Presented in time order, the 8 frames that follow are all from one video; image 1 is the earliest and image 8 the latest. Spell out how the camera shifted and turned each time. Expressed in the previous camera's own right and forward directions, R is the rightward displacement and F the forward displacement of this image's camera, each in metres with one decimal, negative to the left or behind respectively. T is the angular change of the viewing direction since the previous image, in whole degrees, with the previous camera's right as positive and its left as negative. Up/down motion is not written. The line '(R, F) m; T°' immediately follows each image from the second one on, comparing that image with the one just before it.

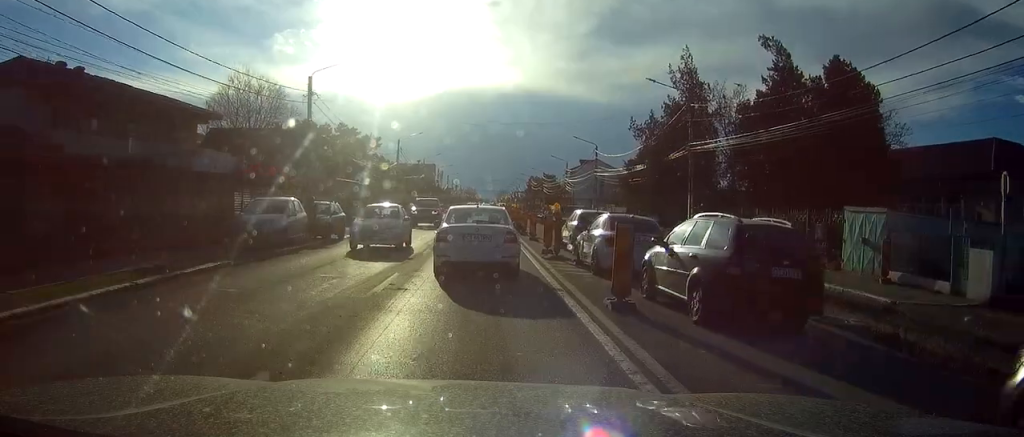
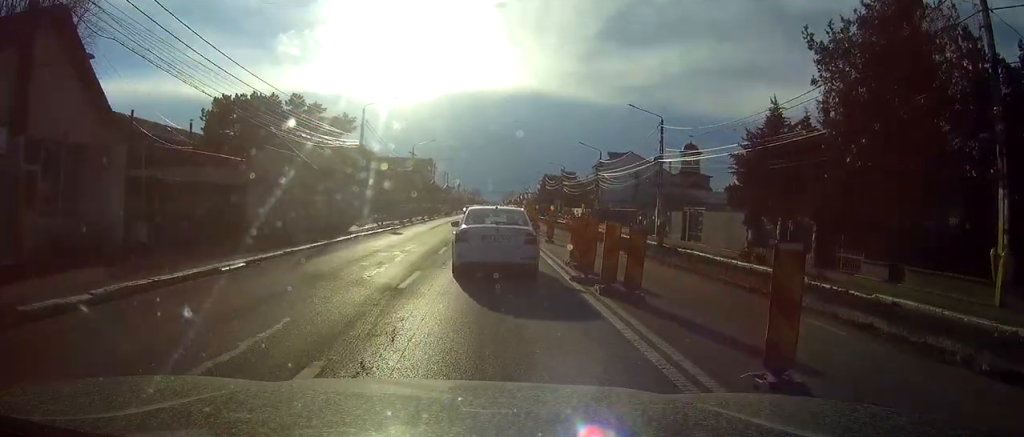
(+0.3, +26.1) m; 0°
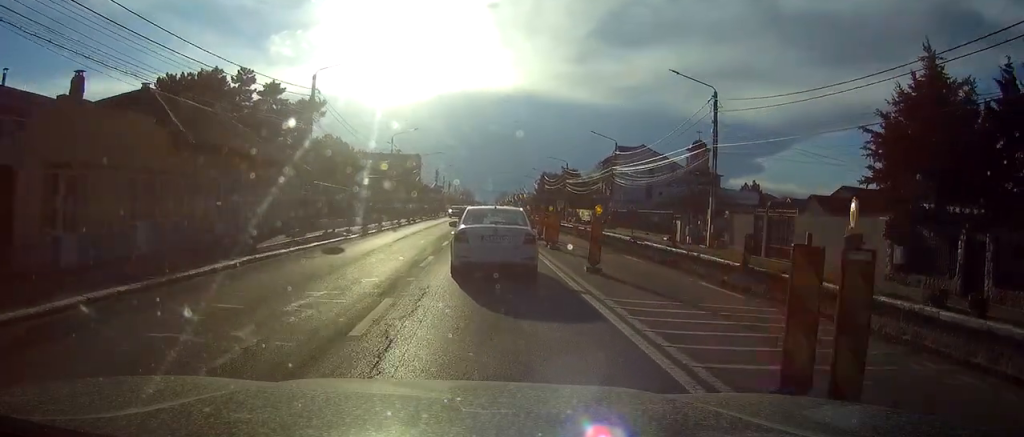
(-0.1, +13.4) m; 0°
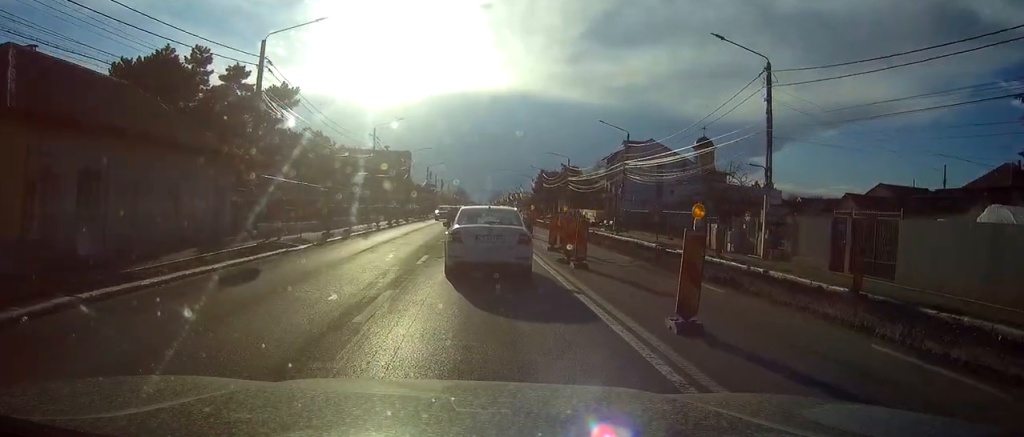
(0.0, +8.2) m; 0°
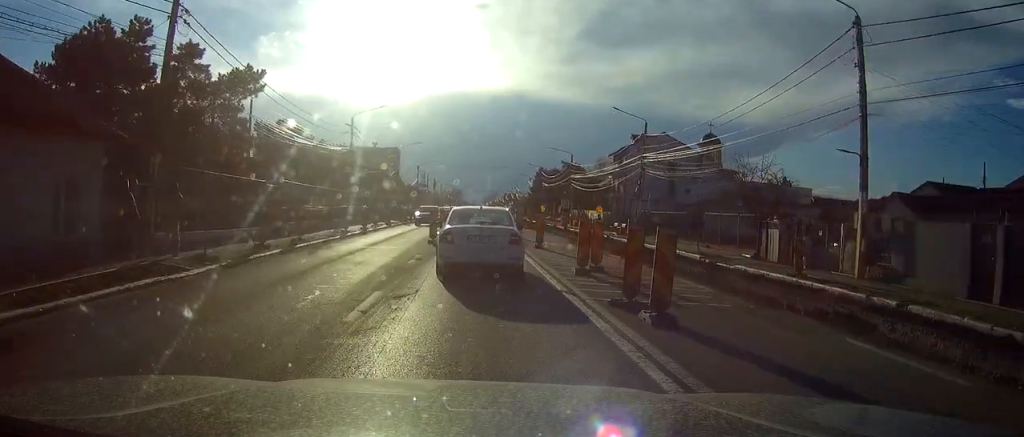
(+0.1, +8.6) m; +1°
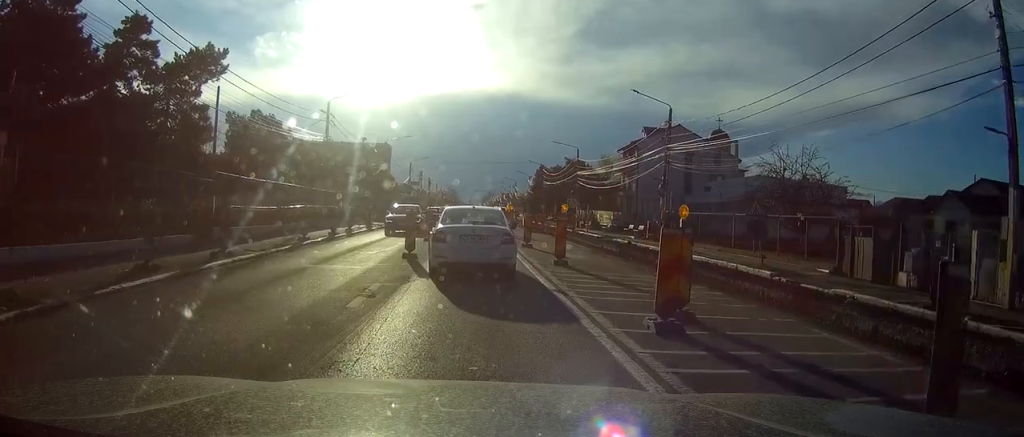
(0.0, +7.7) m; 0°
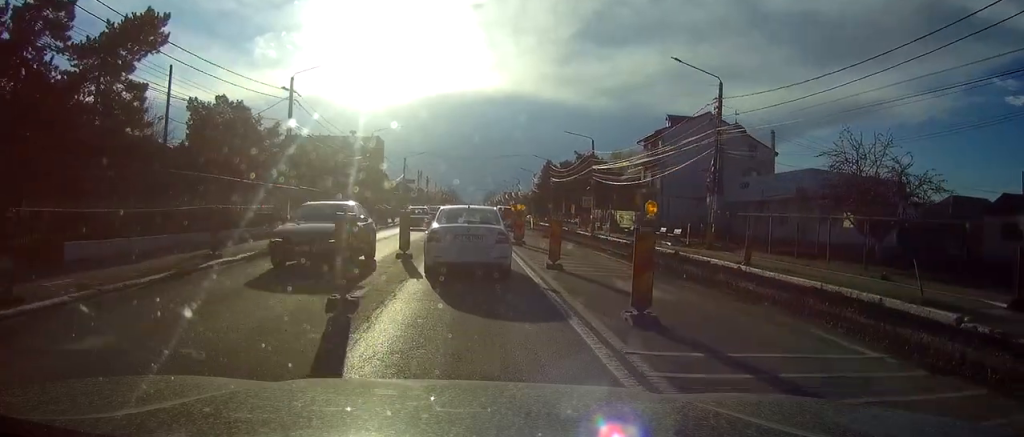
(0.0, +9.6) m; 0°
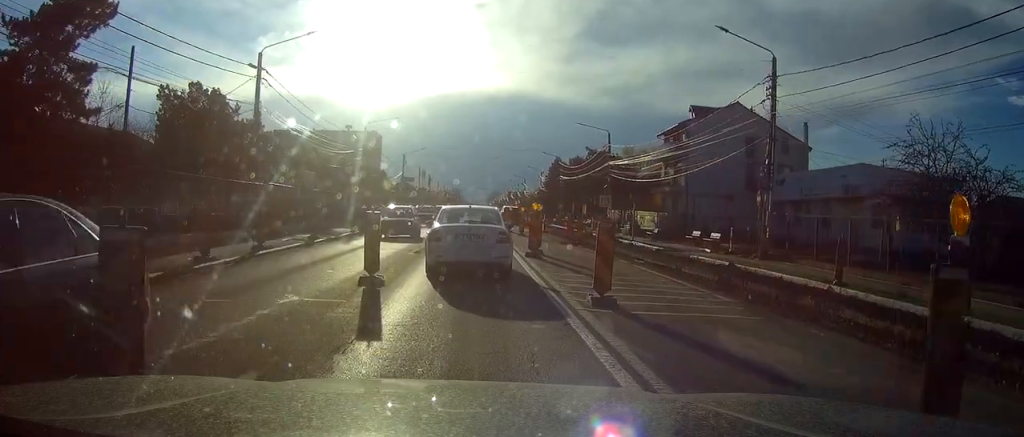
(0.0, +6.5) m; 0°
